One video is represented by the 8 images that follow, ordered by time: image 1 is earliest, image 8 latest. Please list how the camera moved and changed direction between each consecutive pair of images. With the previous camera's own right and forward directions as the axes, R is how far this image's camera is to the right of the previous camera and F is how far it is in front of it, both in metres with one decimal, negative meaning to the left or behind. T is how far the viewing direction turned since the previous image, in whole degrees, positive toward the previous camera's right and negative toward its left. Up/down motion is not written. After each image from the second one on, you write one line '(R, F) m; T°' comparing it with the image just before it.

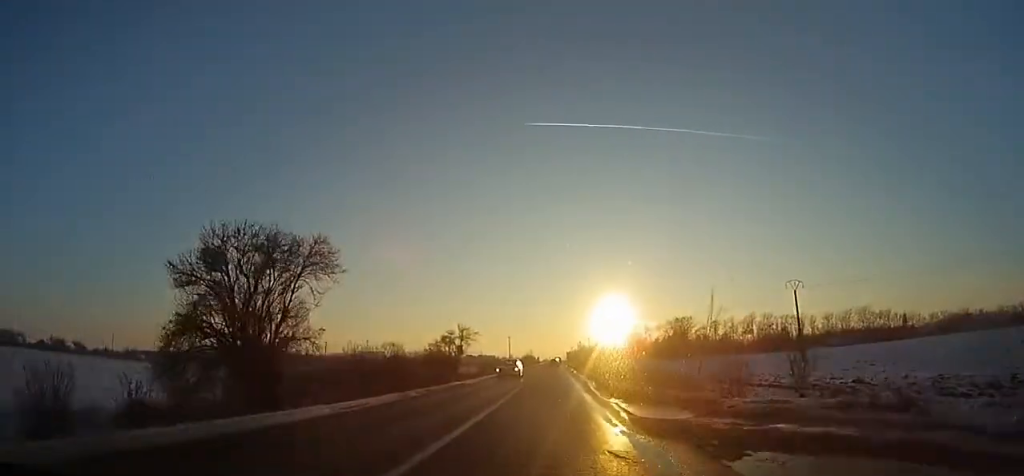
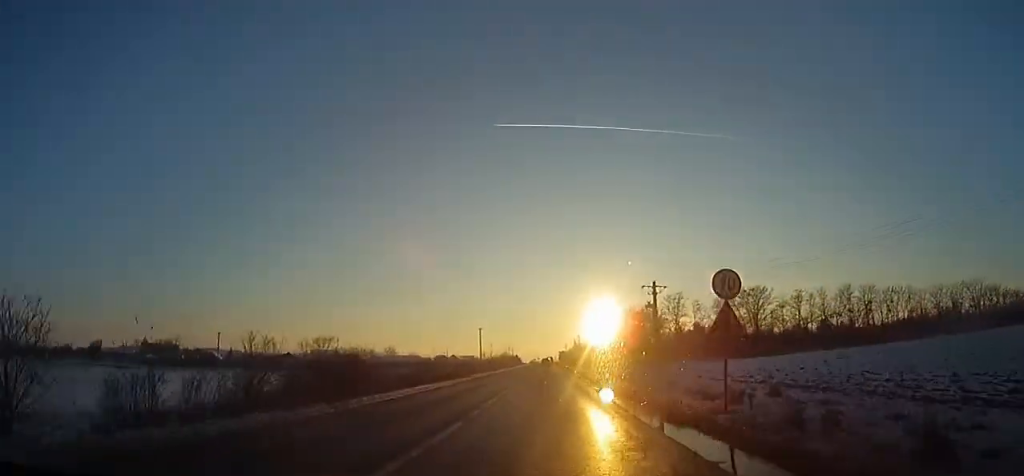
(+2.4, +65.7) m; +2°
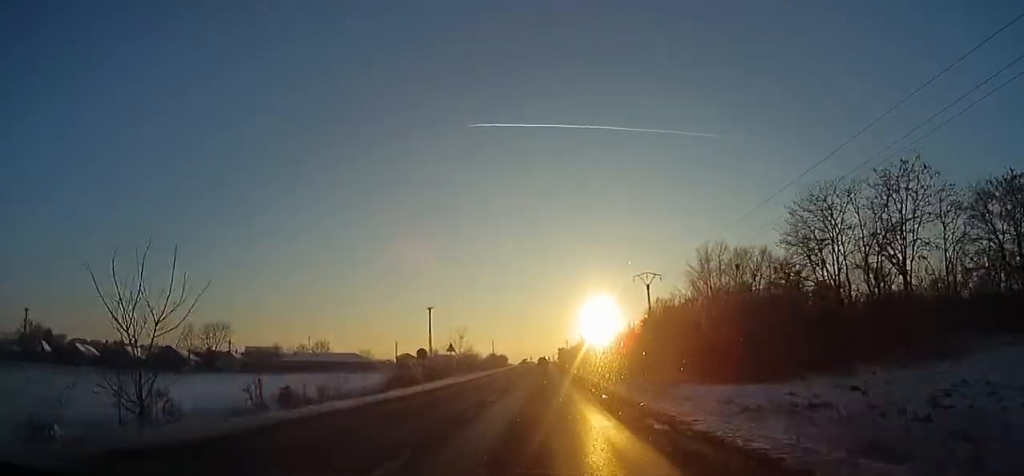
(0.0, +66.1) m; 0°
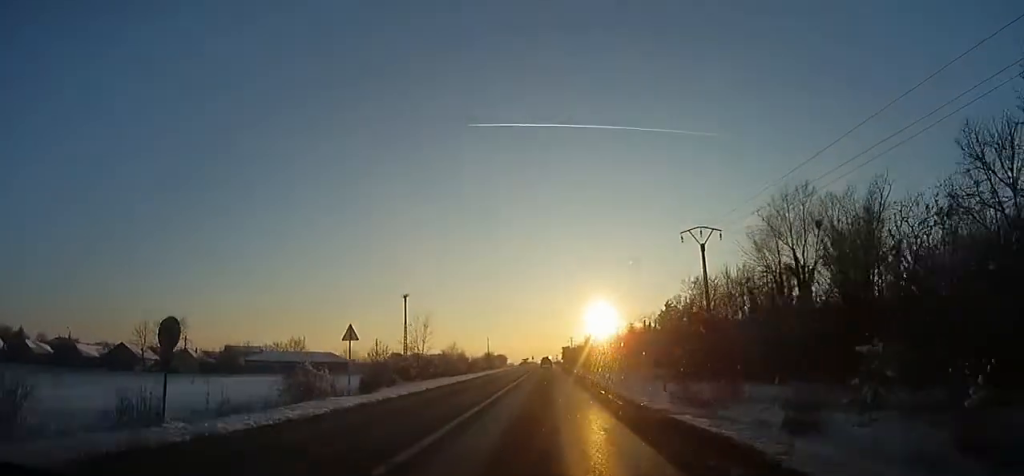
(+0.1, +19.4) m; 0°
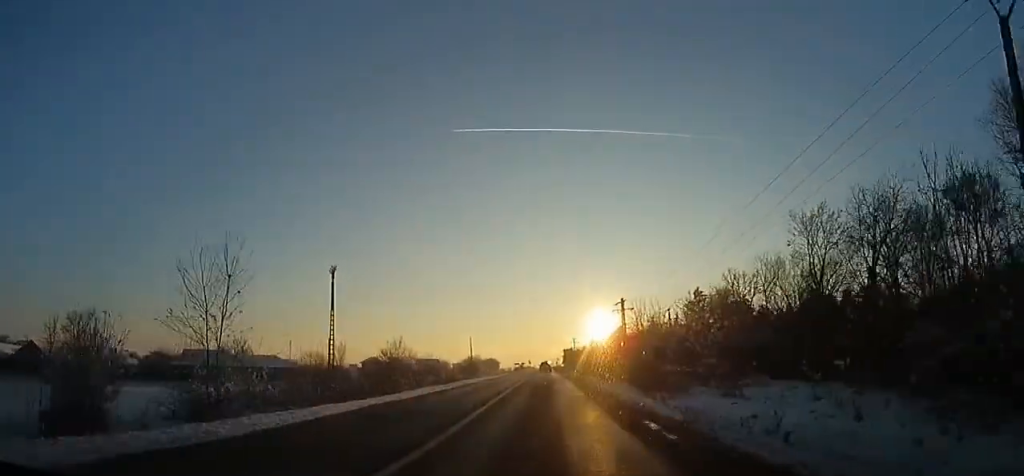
(+0.1, +27.7) m; 0°
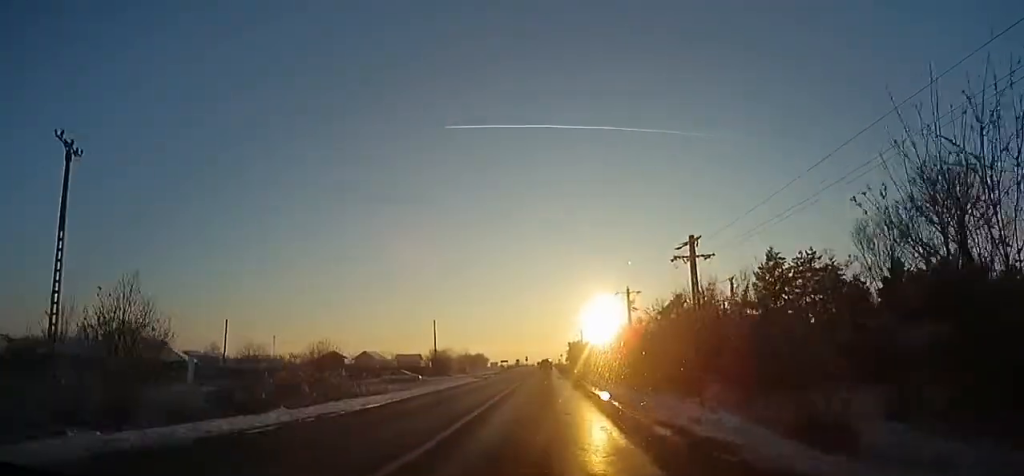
(+0.1, +34.6) m; 0°
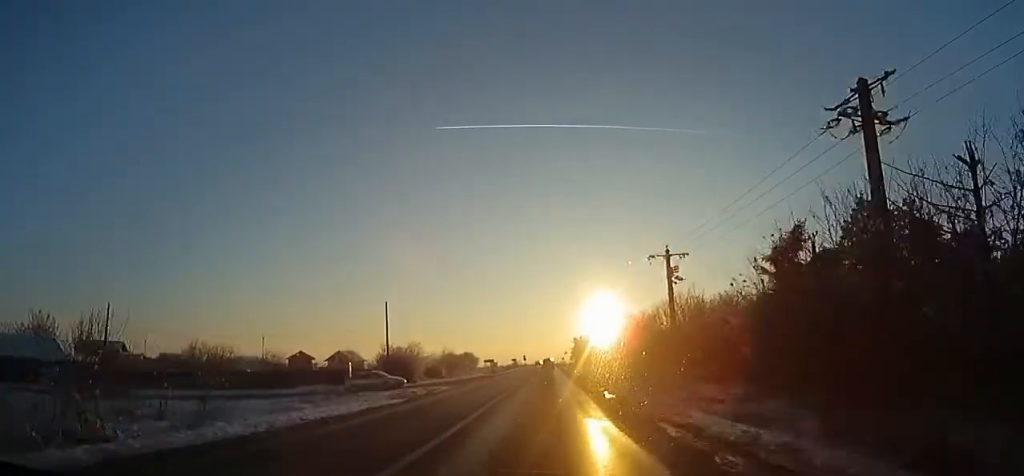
(+0.2, +21.7) m; 0°
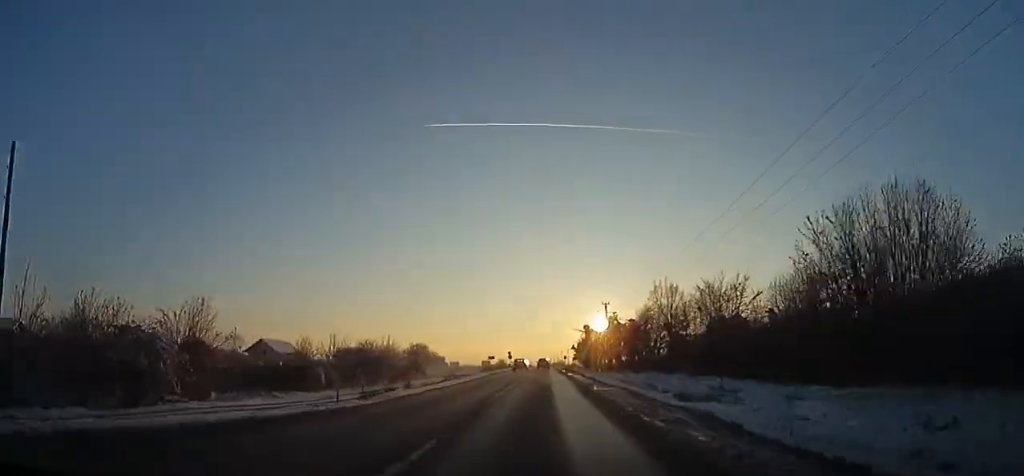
(-0.2, +39.4) m; 0°
